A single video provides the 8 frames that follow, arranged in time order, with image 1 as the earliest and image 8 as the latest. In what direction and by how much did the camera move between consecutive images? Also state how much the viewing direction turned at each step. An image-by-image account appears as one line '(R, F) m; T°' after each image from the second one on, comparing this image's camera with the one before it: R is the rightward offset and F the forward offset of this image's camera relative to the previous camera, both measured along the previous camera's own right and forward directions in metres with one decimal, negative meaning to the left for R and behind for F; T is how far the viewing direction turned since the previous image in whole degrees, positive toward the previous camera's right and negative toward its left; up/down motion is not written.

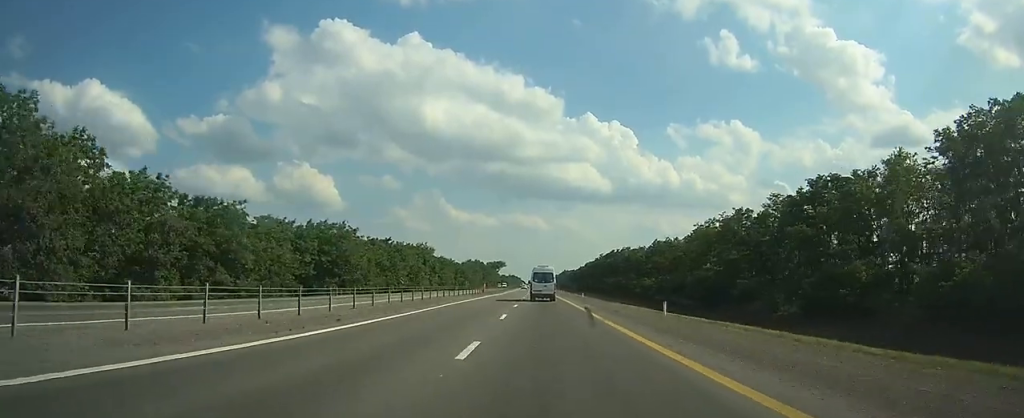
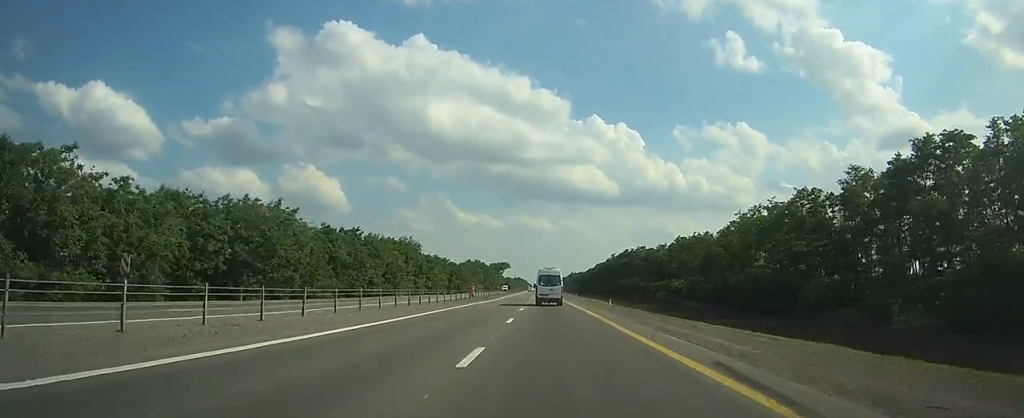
(0.0, +24.3) m; 0°
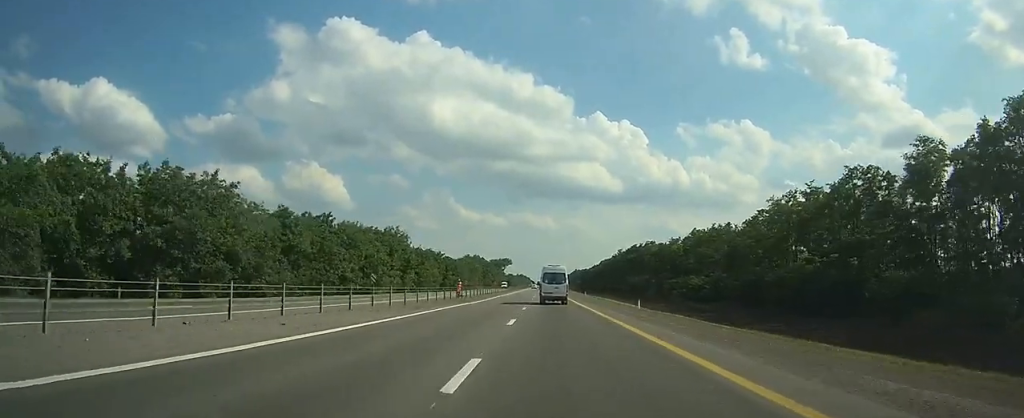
(0.0, +14.2) m; 0°
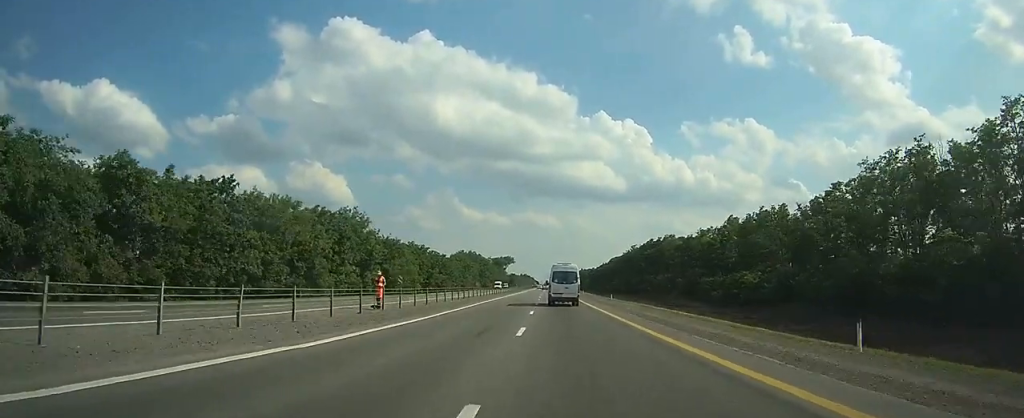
(0.0, +27.5) m; 0°
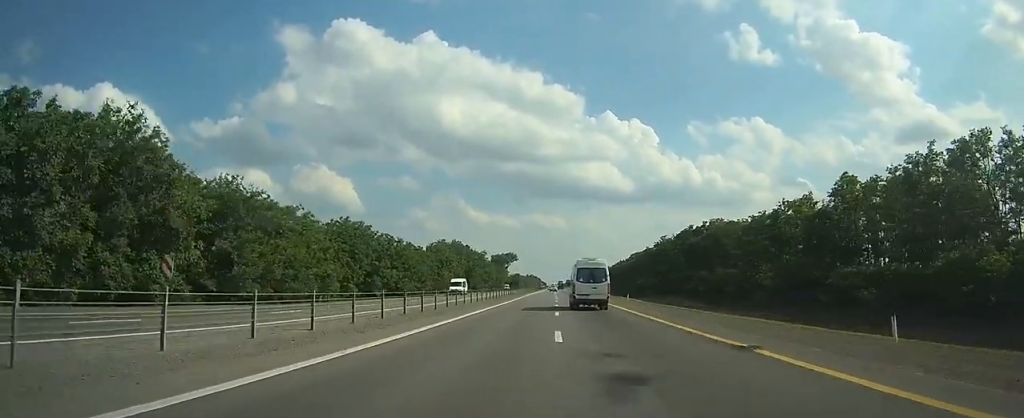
(-0.5, +49.3) m; -1°
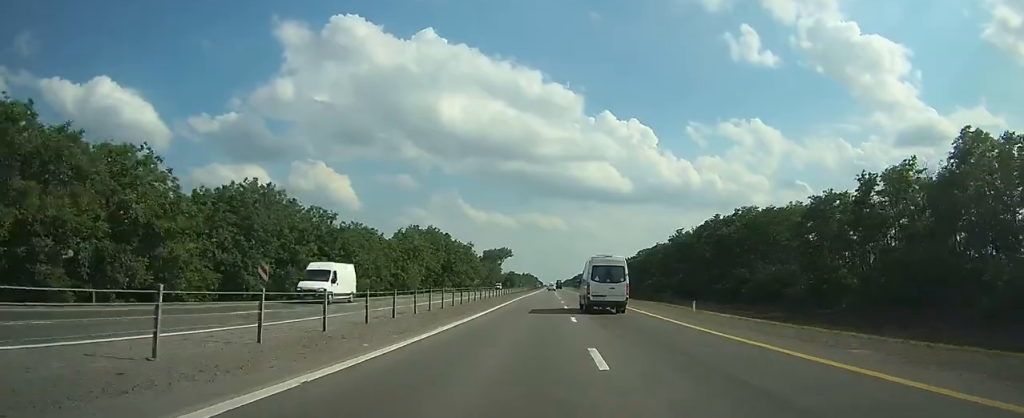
(-0.2, +27.9) m; 0°
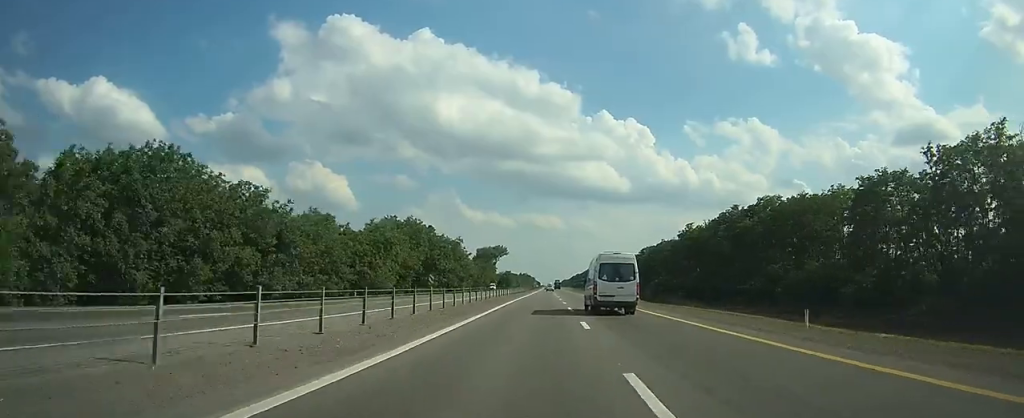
(0.0, +15.6) m; 0°
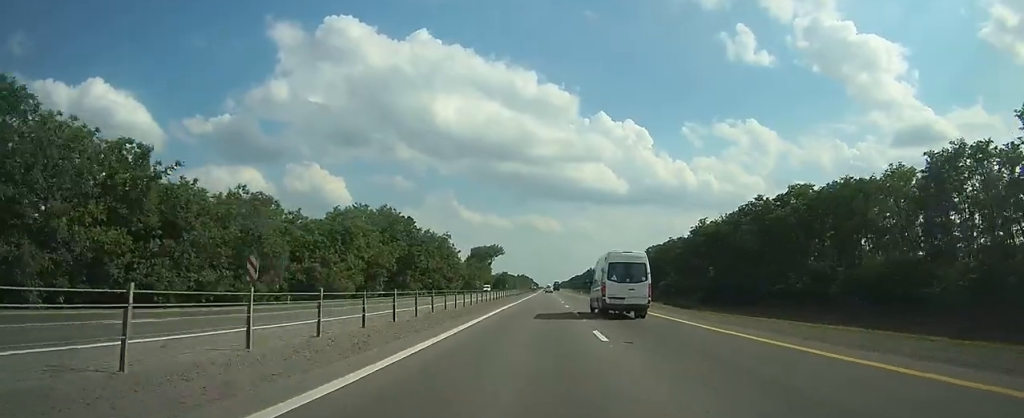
(0.0, +15.6) m; 0°
